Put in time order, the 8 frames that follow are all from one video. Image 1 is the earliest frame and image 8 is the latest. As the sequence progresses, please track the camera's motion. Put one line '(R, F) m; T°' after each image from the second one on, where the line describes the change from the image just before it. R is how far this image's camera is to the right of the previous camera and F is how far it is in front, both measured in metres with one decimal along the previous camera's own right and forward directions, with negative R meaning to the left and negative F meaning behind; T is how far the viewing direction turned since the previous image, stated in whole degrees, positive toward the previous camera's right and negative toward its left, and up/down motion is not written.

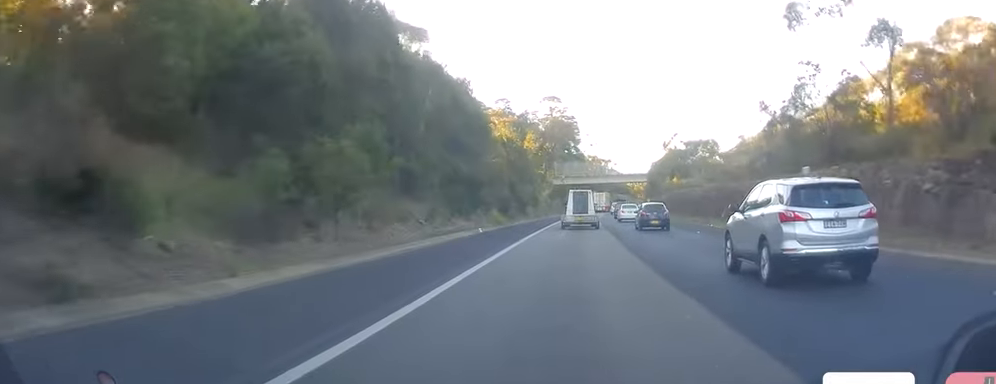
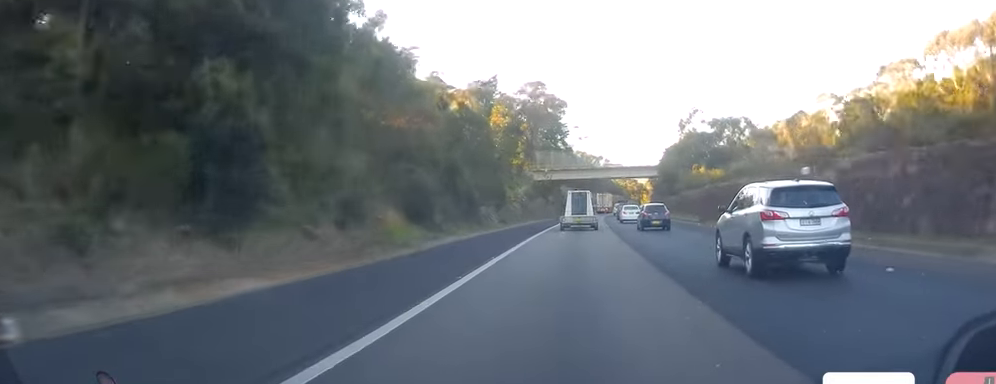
(+0.5, +35.5) m; +2°
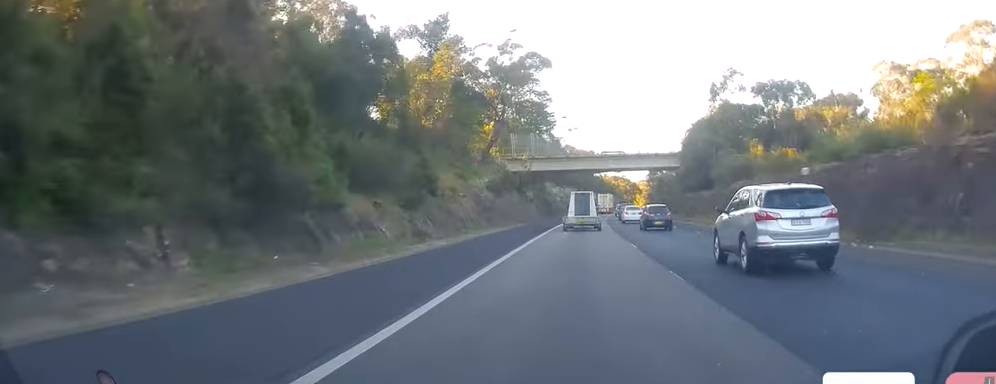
(+0.6, +31.2) m; +1°
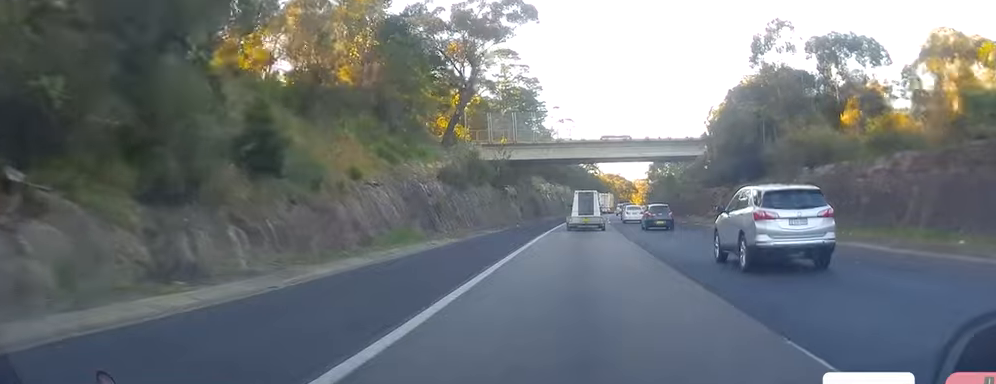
(-0.1, +20.0) m; 0°
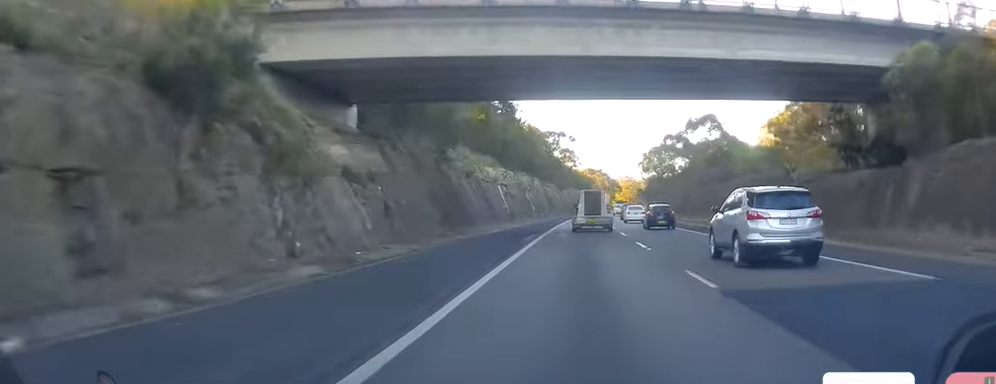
(+1.0, +52.5) m; +2°
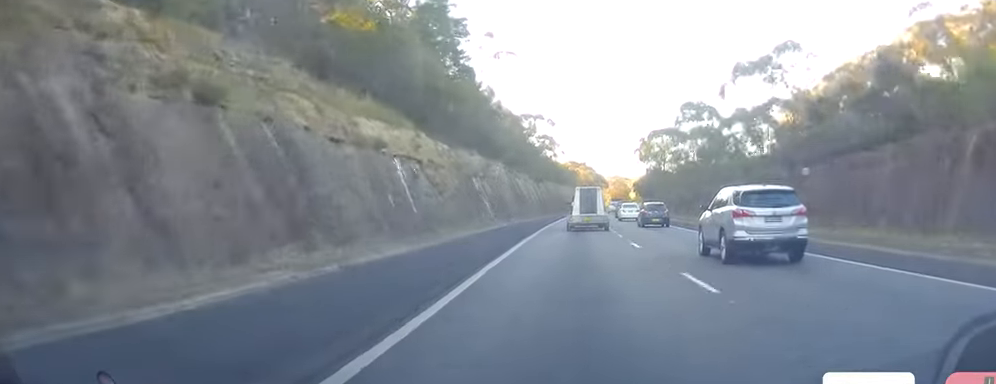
(+0.2, +37.4) m; +2°
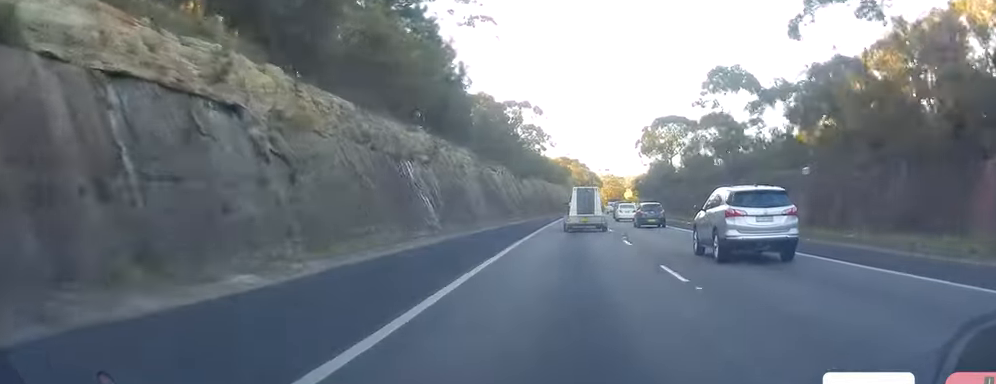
(+0.7, +22.6) m; +1°
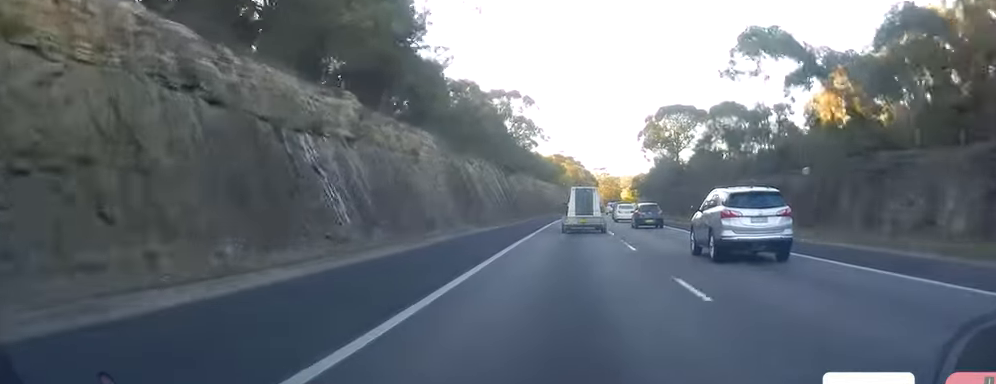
(-0.2, +14.6) m; 0°
